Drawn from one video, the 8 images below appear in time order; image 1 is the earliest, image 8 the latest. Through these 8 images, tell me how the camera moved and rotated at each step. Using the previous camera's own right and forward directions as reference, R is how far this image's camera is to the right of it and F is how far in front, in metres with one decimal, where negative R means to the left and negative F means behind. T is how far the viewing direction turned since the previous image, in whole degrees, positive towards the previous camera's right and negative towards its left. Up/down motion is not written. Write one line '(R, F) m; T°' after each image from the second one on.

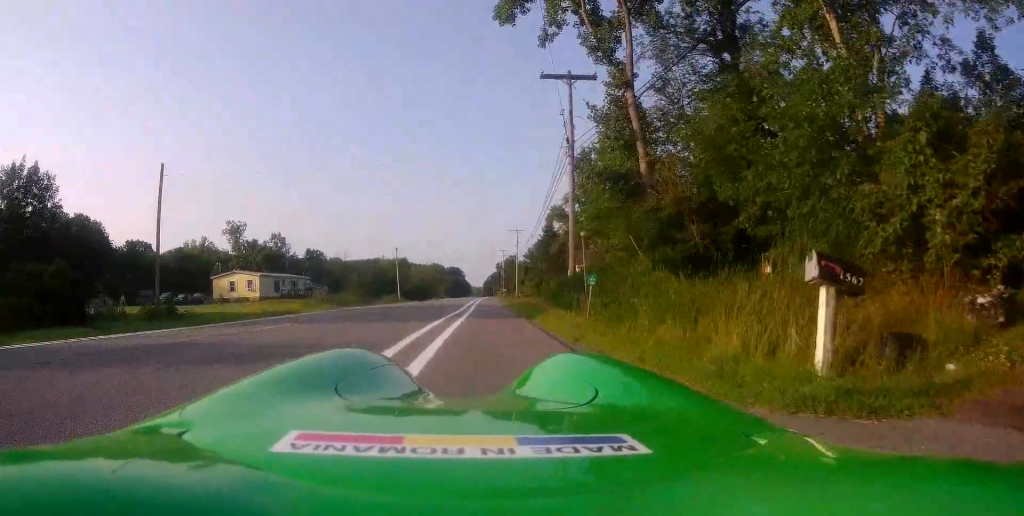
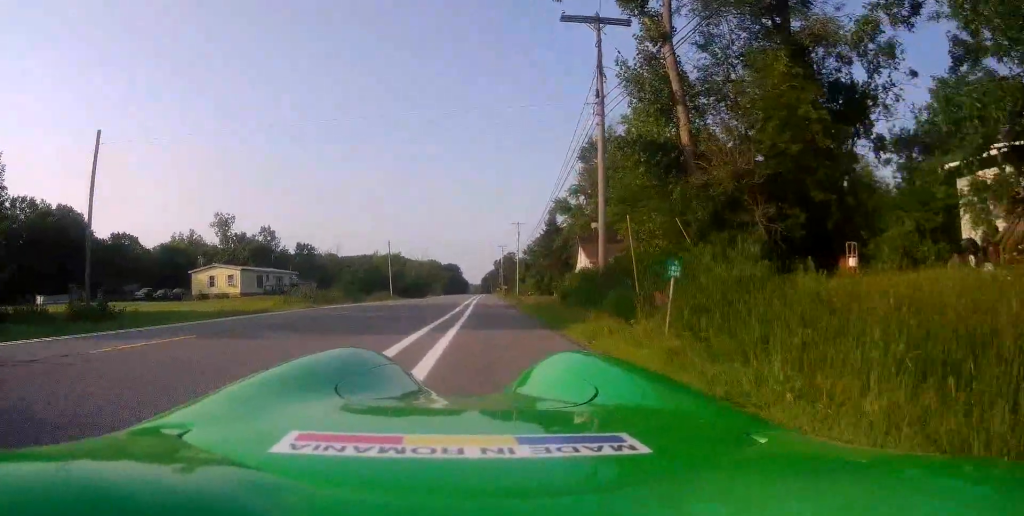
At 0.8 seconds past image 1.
(+0.1, +5.7) m; +1°
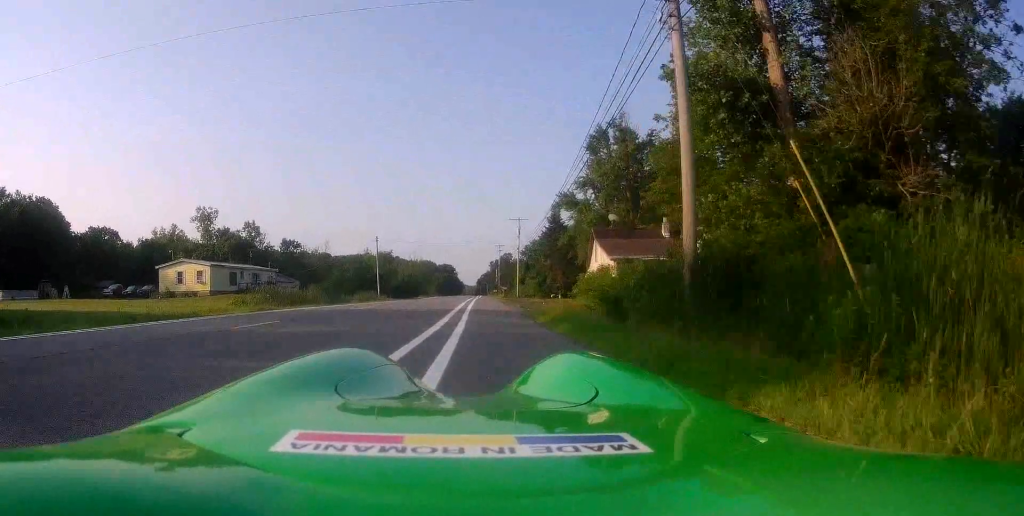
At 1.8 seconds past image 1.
(+0.2, +7.6) m; +1°
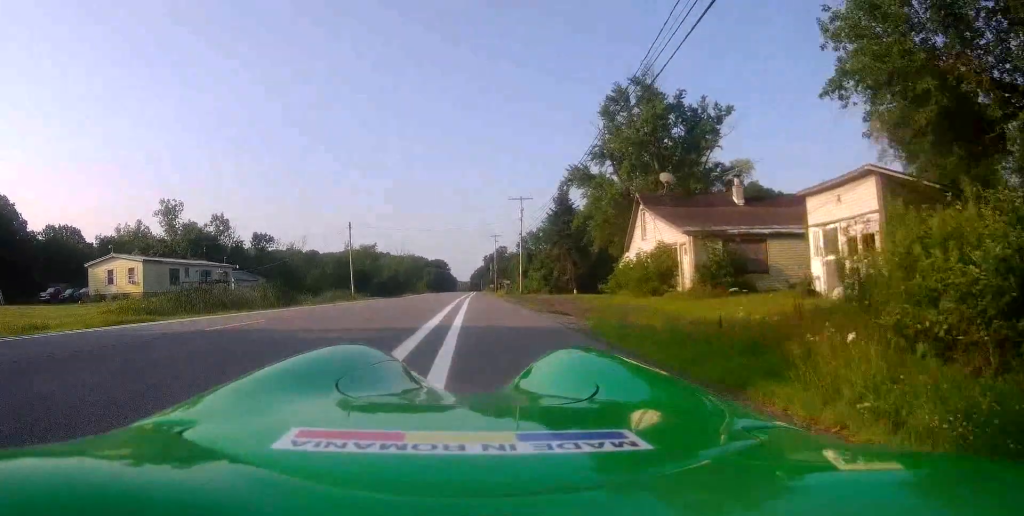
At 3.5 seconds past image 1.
(0.0, +13.4) m; 0°
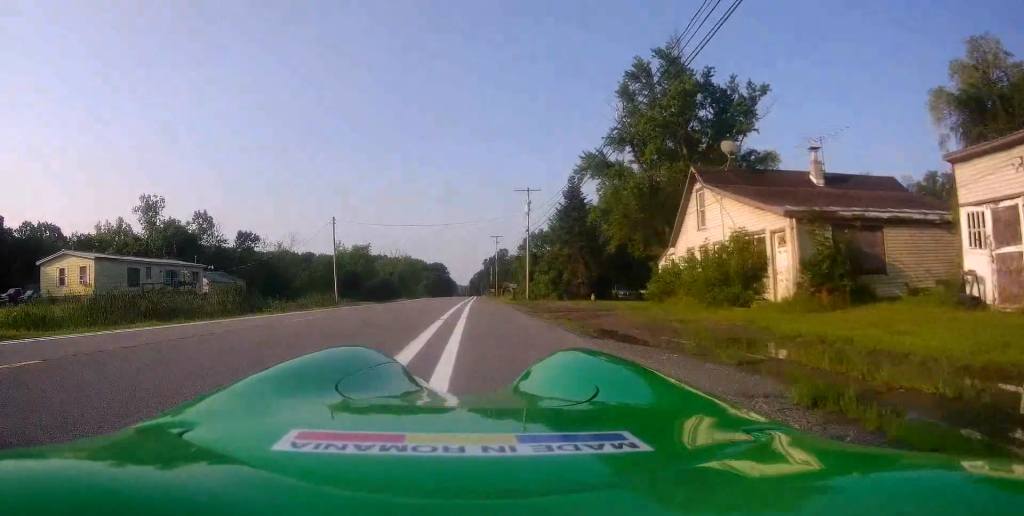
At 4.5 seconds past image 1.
(0.0, +7.5) m; 0°
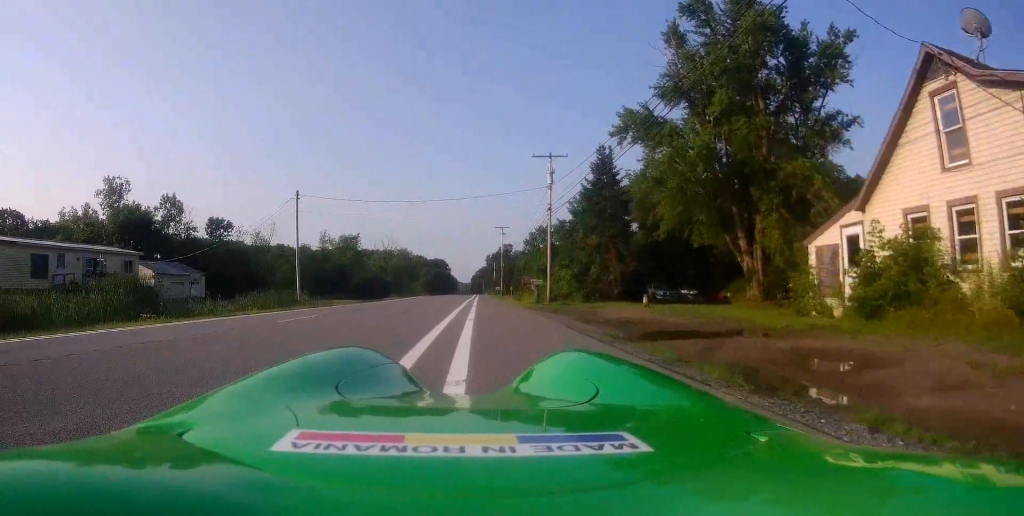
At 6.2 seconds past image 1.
(0.0, +12.8) m; 0°
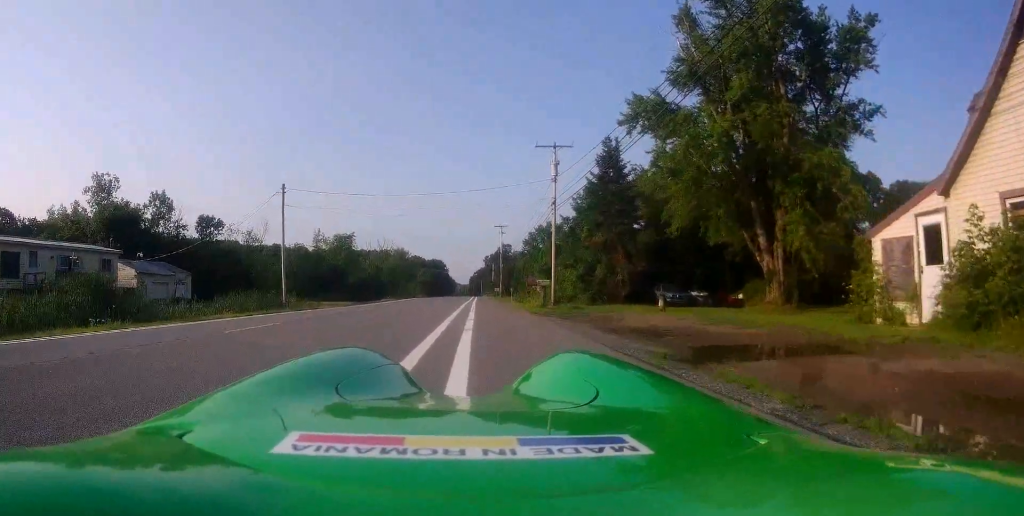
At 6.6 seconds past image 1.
(0.0, +3.1) m; 0°
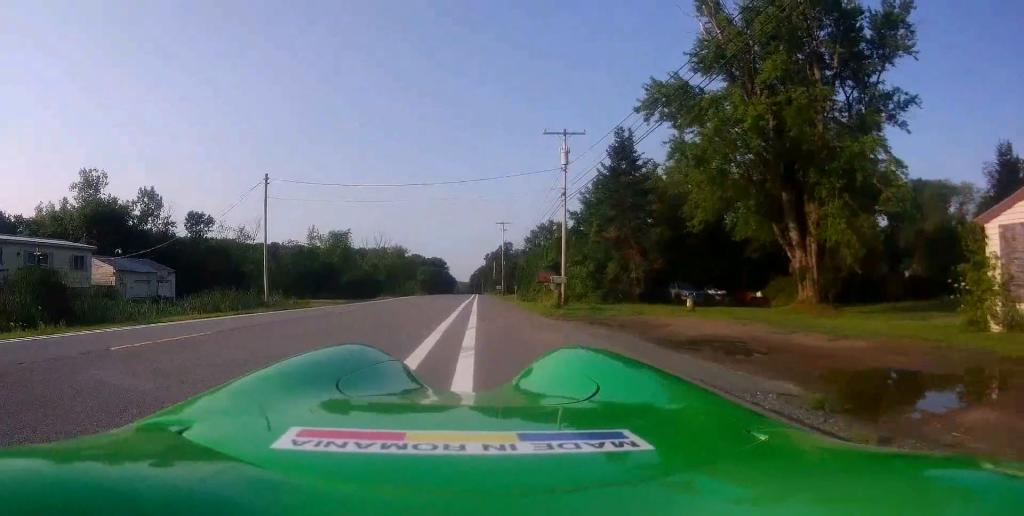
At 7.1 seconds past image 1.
(0.0, +3.8) m; 0°
